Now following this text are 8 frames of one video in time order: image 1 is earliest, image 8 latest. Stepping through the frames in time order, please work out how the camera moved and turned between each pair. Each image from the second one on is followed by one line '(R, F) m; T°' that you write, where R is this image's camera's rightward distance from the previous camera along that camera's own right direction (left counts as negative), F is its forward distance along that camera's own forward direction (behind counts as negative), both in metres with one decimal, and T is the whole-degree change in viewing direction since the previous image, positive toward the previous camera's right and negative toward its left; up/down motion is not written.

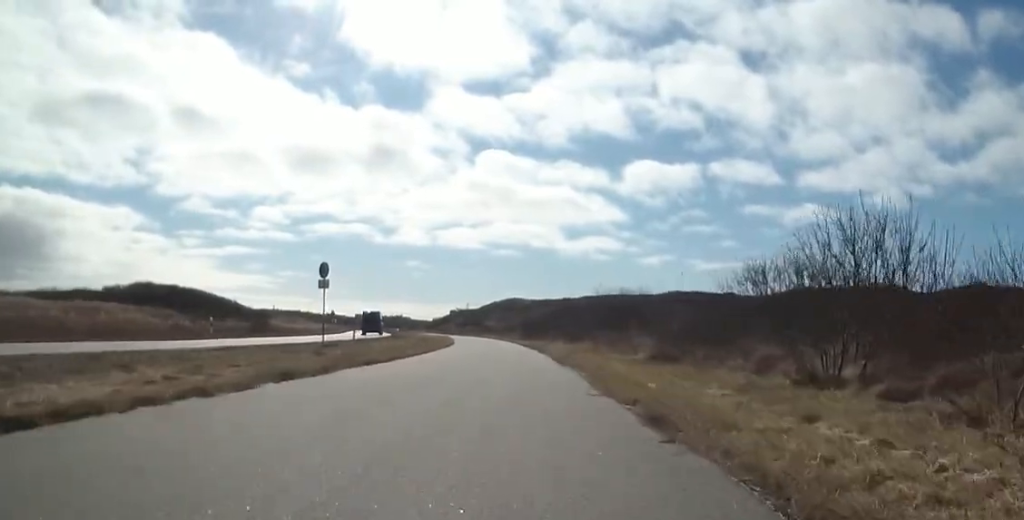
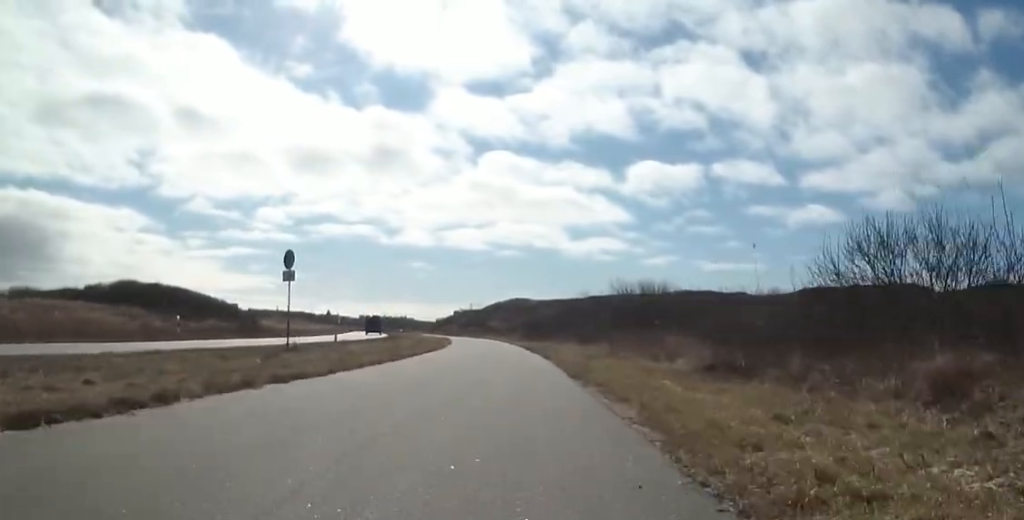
(+0.2, +4.6) m; +1°
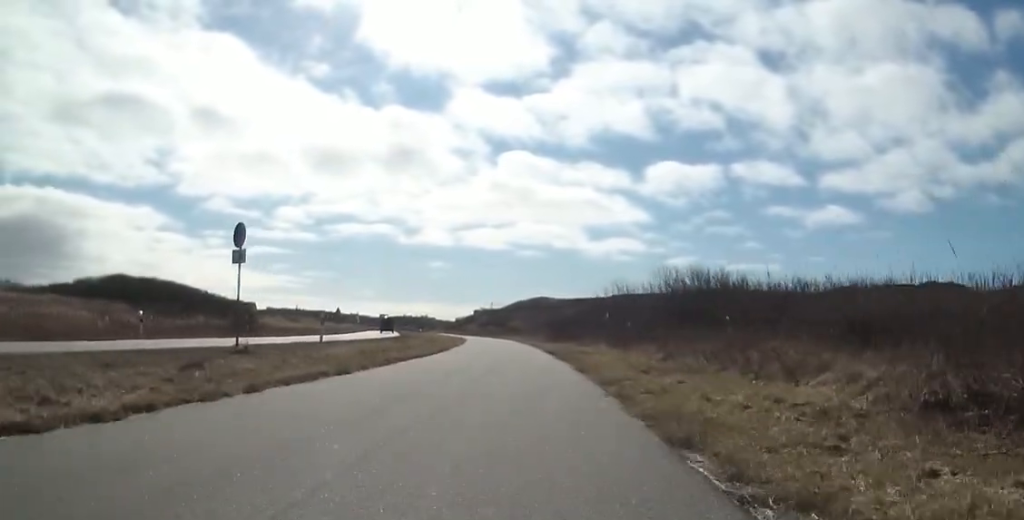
(-0.1, +5.9) m; -4°
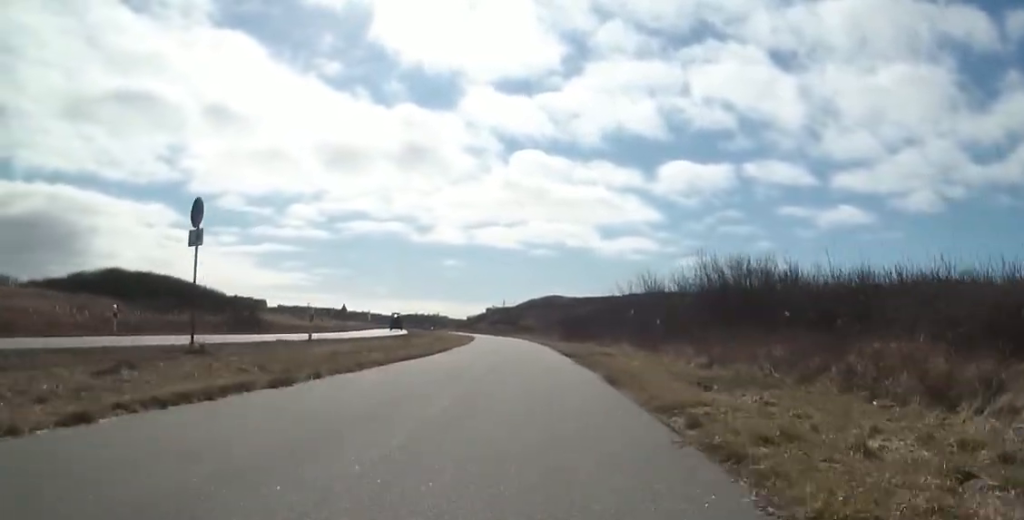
(-0.2, +3.3) m; 0°
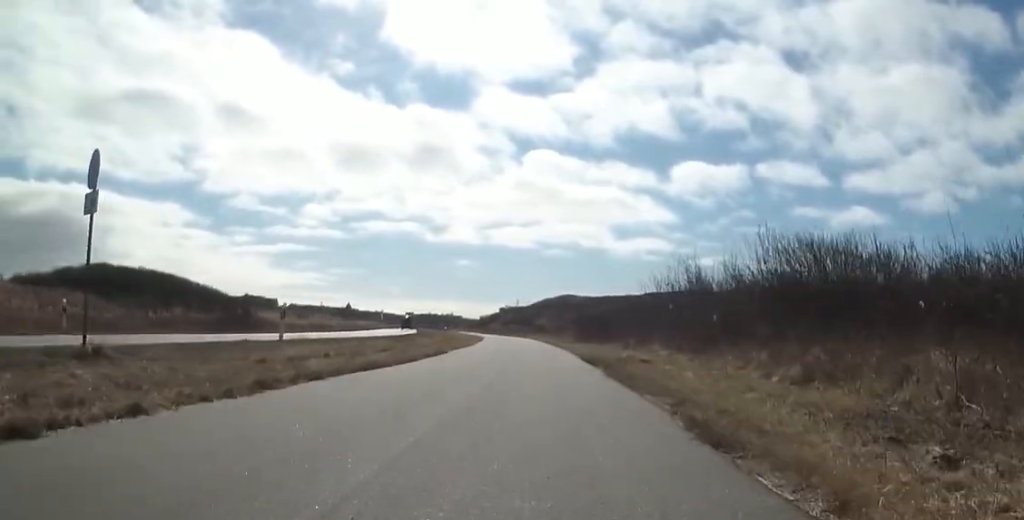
(-0.1, +4.5) m; +2°
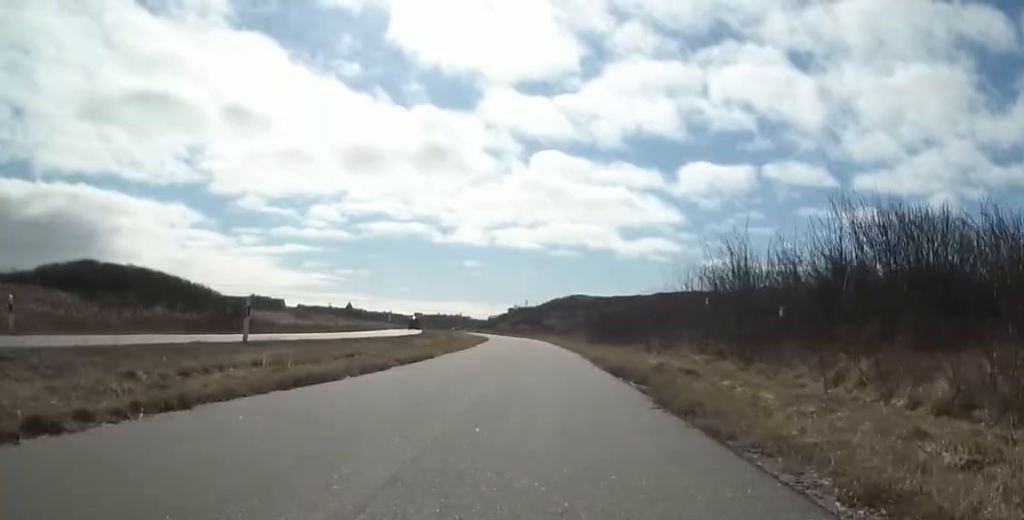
(+0.2, +3.4) m; +3°
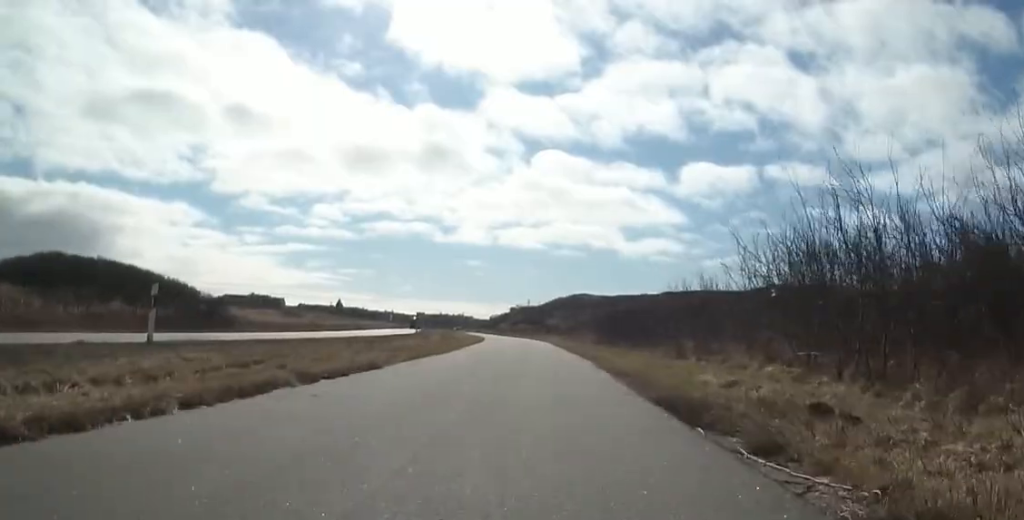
(+0.1, +5.0) m; -2°
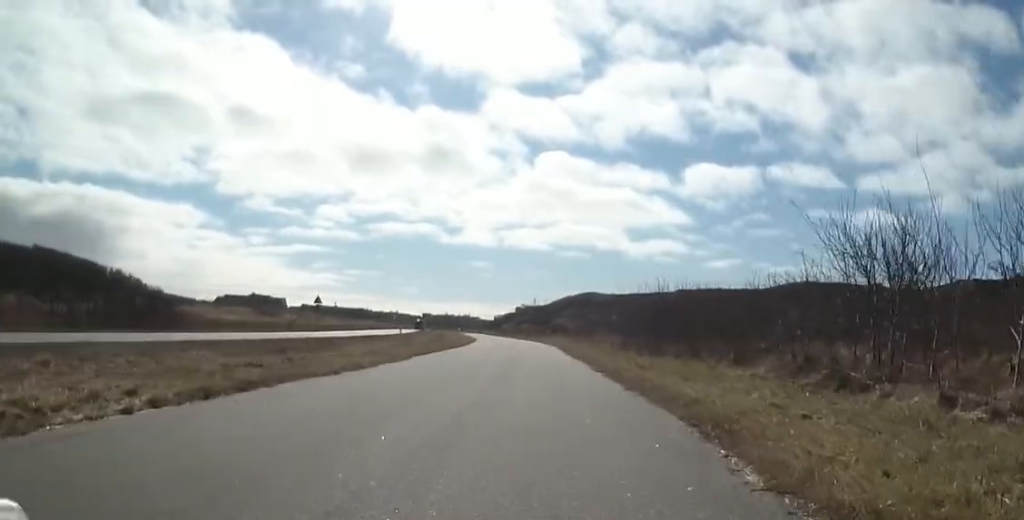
(-0.9, +9.0) m; -3°
